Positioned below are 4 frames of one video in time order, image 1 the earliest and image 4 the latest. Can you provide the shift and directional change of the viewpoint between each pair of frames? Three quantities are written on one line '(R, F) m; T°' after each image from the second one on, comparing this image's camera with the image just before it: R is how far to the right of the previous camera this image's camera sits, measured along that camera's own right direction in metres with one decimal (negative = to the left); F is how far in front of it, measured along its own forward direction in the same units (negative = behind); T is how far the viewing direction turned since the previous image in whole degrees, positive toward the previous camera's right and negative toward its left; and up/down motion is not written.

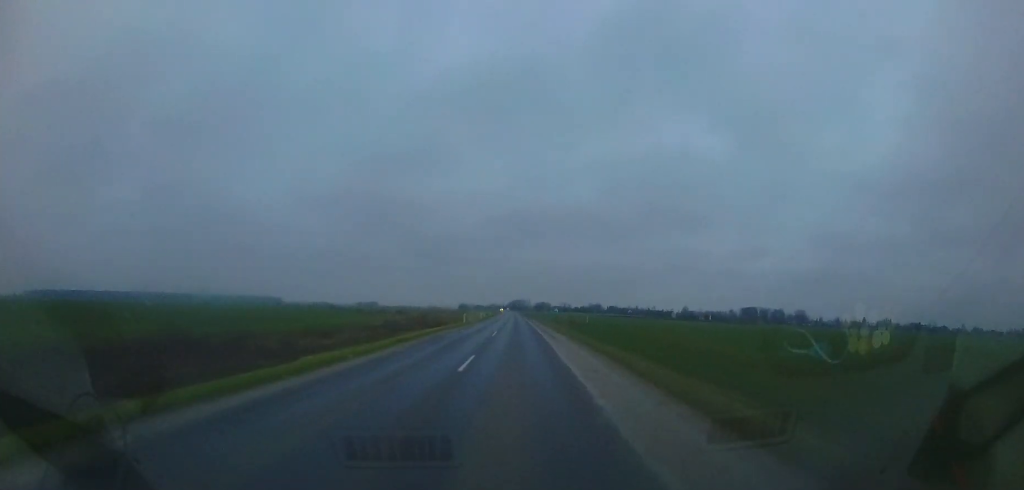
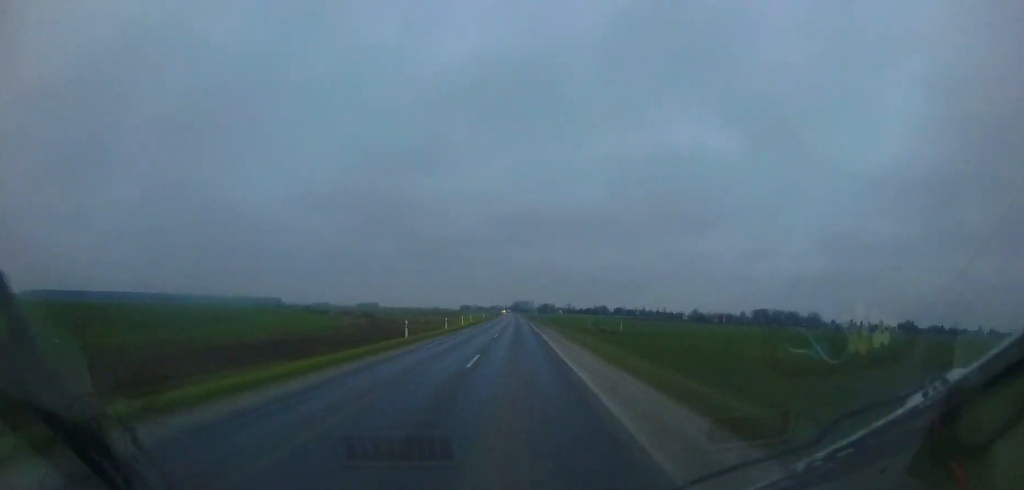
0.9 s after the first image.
(-0.4, +23.0) m; -1°
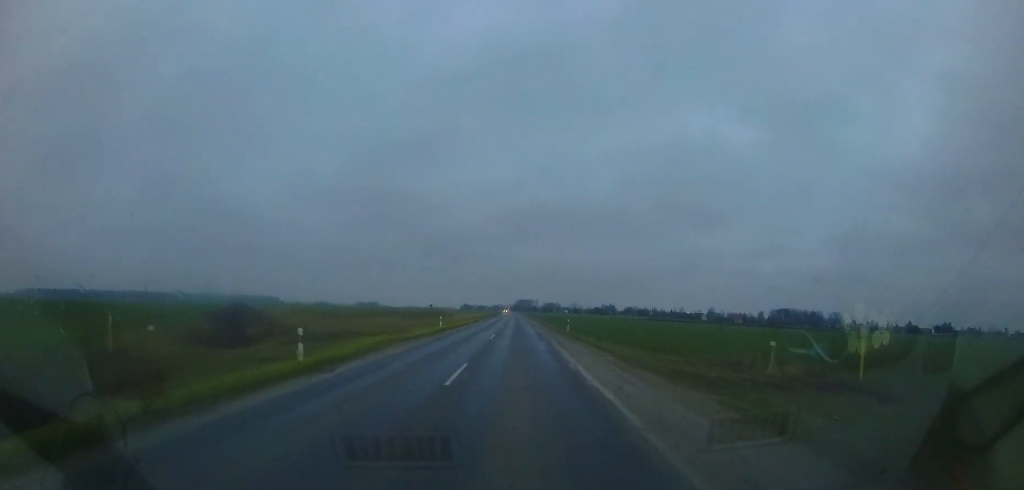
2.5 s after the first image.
(-0.1, +38.6) m; 0°
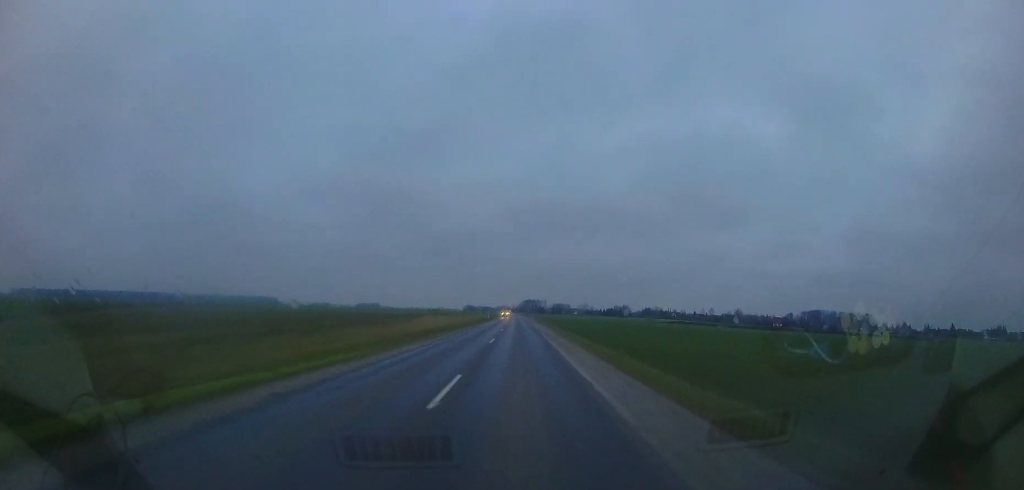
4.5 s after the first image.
(-0.1, +49.6) m; -1°
